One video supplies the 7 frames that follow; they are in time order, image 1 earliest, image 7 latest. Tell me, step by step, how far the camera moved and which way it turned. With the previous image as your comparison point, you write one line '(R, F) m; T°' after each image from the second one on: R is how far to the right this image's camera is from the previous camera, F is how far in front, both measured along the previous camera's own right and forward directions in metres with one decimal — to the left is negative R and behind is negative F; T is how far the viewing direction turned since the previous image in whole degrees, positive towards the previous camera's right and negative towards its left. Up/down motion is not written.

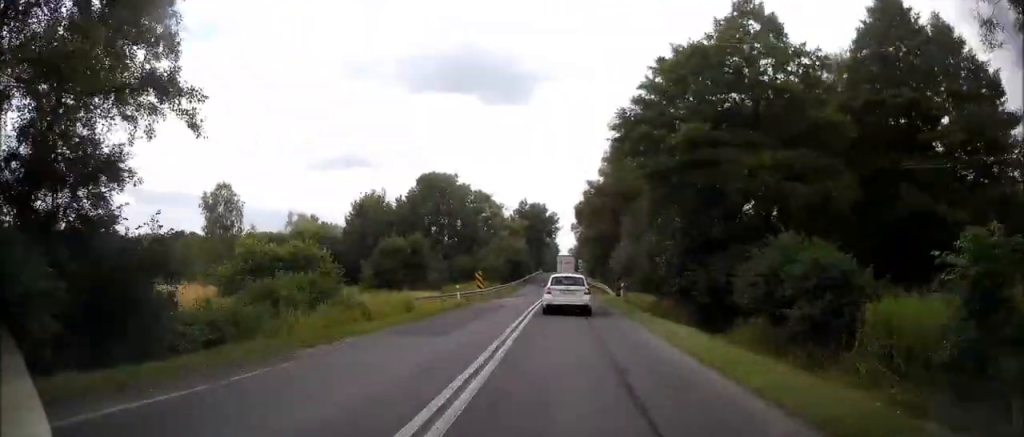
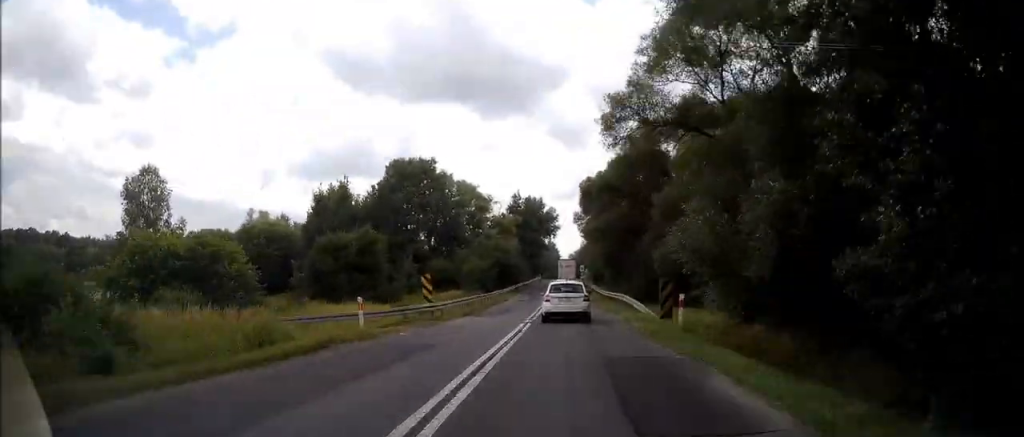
(0.0, +16.5) m; 0°
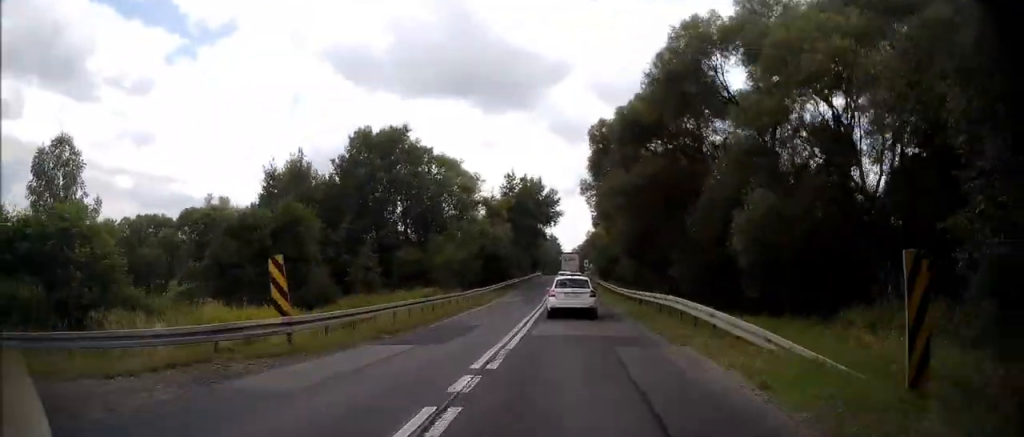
(+0.1, +14.4) m; 0°
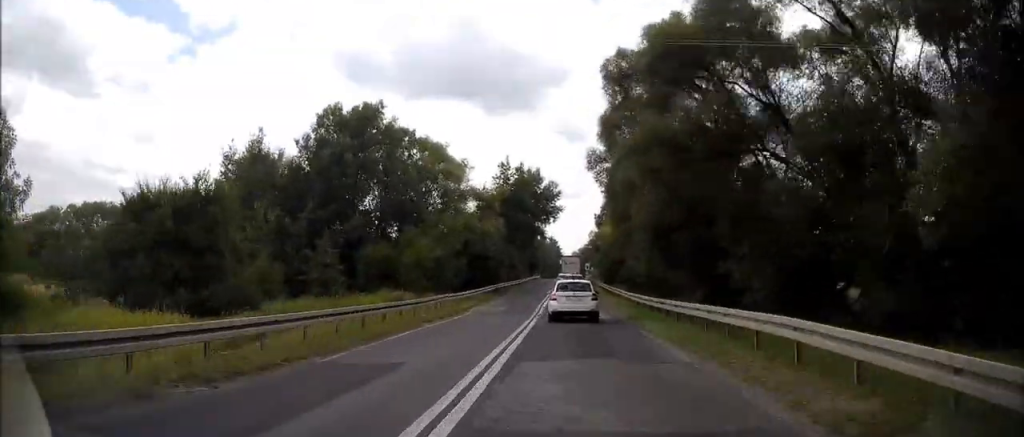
(0.0, +9.2) m; 0°
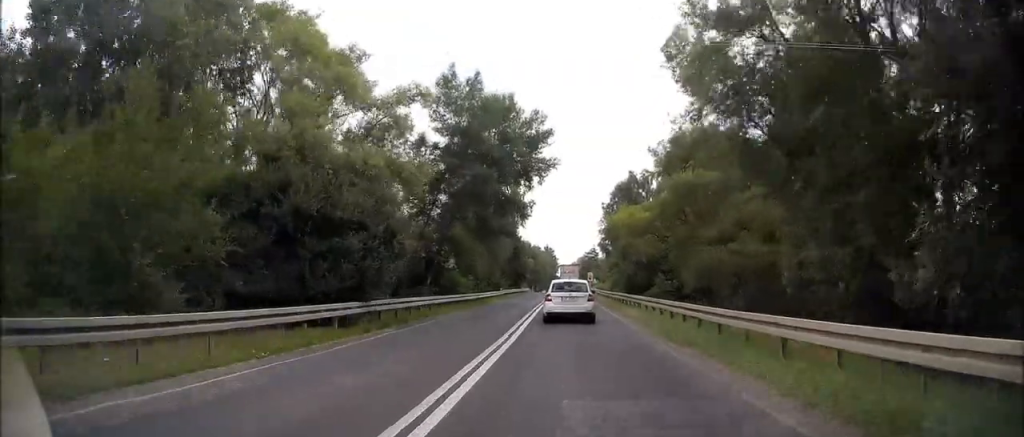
(+0.1, +31.6) m; 0°
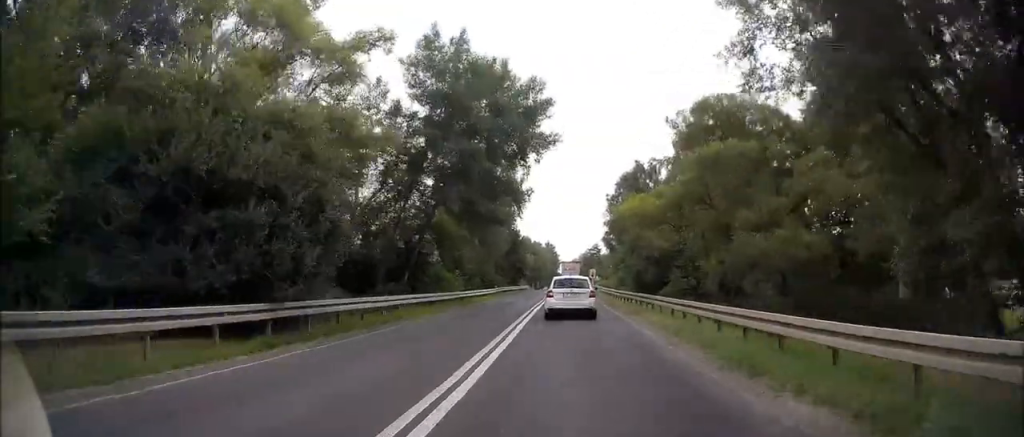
(0.0, +5.9) m; 0°
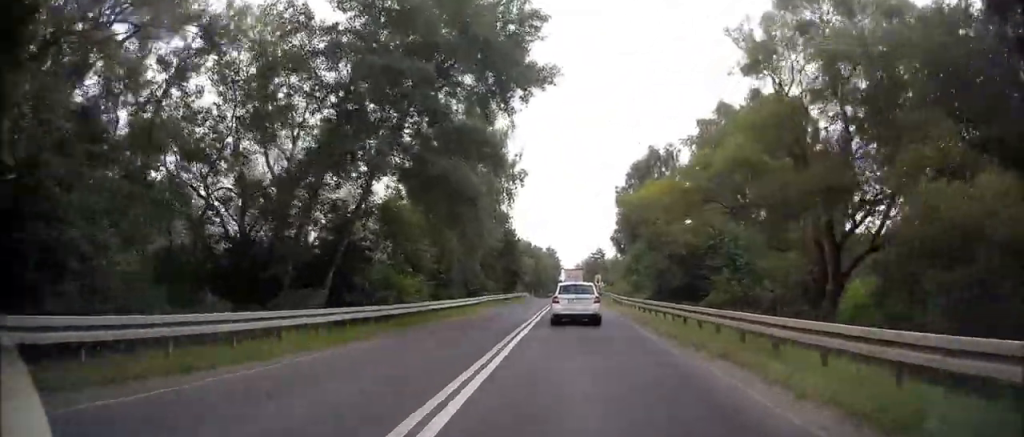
(-0.1, +11.6) m; 0°
